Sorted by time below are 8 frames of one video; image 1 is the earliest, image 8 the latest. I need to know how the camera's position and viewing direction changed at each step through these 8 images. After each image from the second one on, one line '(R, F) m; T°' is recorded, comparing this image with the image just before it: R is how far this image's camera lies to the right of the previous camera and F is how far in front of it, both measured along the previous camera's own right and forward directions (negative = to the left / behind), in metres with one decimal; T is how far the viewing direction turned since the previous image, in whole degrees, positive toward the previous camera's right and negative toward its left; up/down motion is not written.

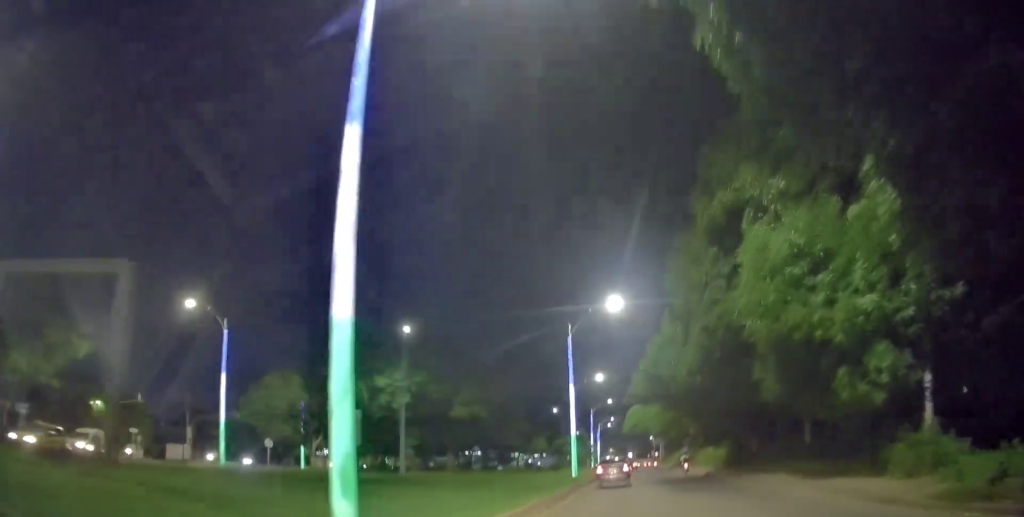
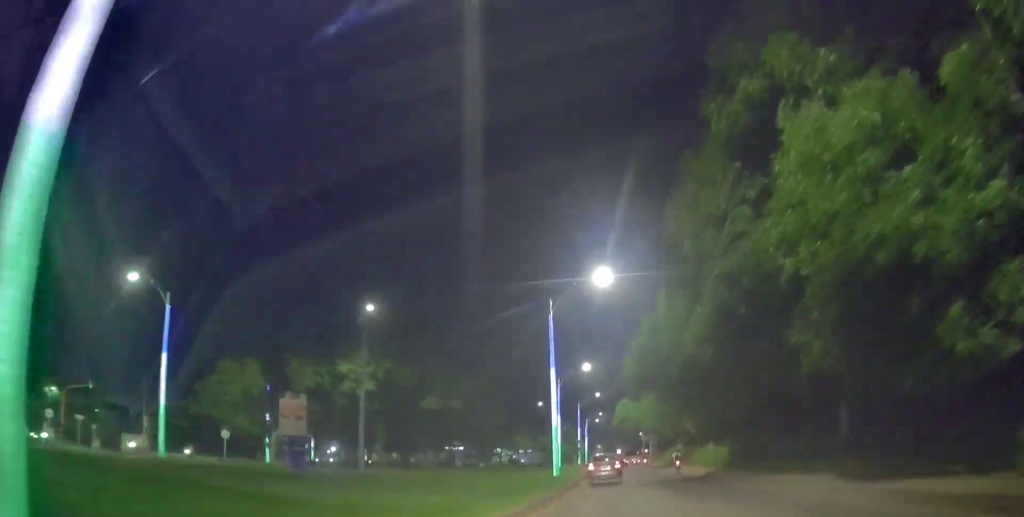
(+0.2, +5.2) m; 0°
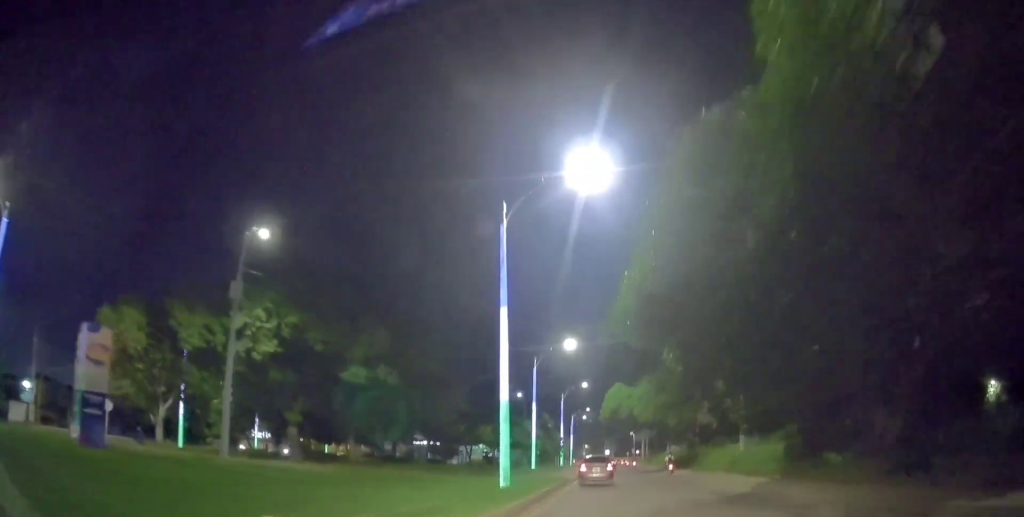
(-0.4, +13.1) m; -1°
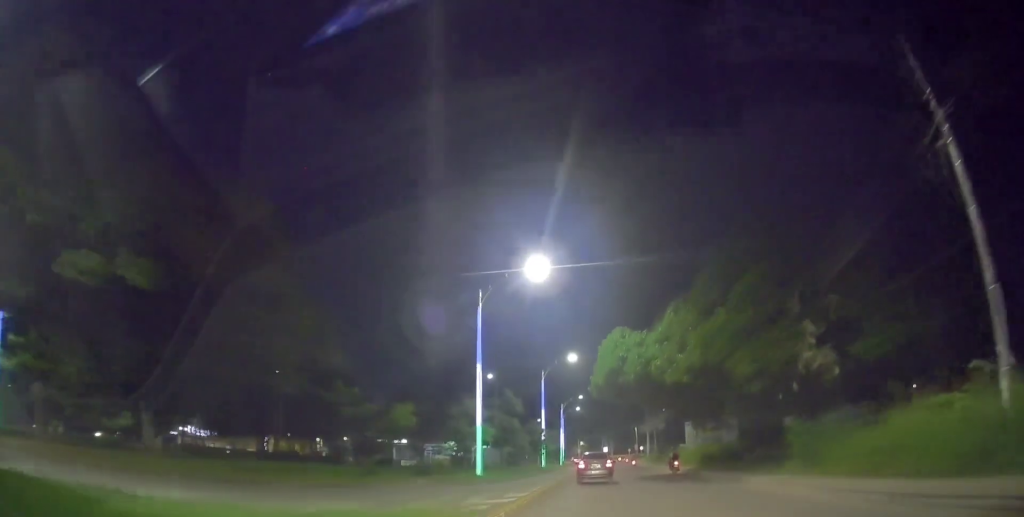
(+0.7, +21.2) m; +4°
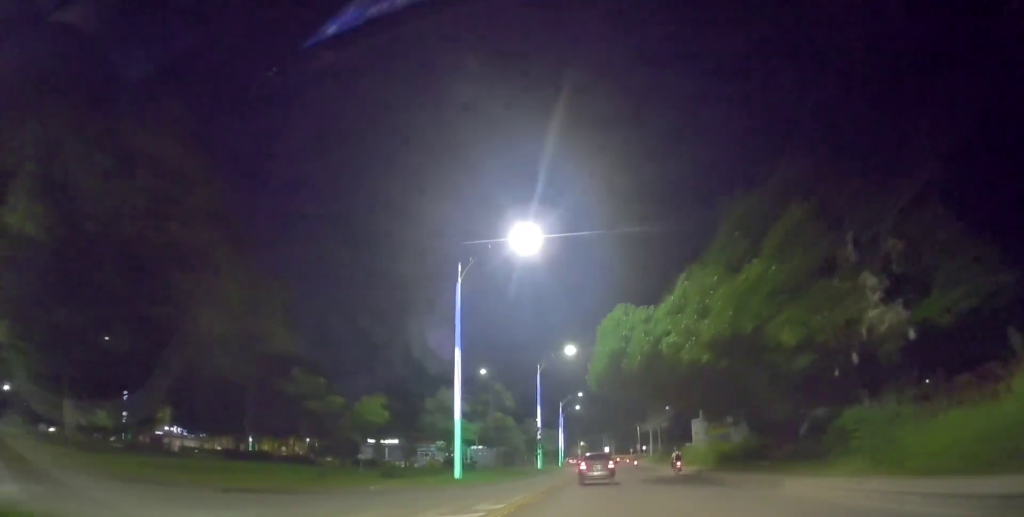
(0.0, +4.6) m; +1°
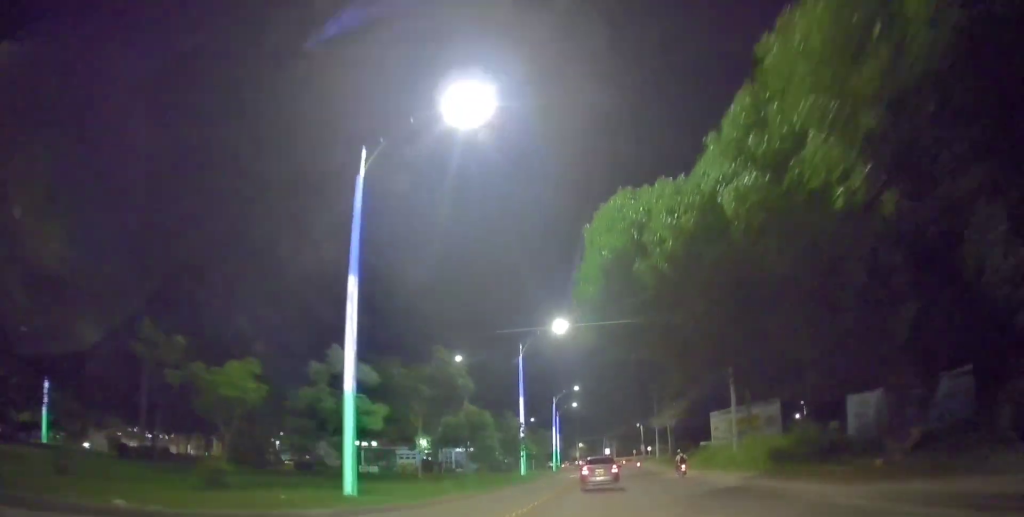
(+0.2, +11.6) m; +1°
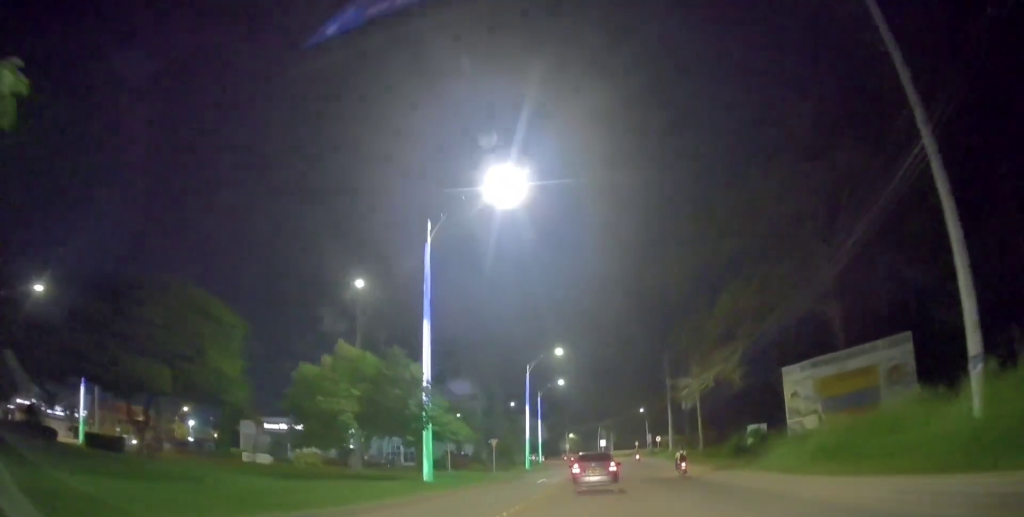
(-1.7, +23.4) m; -7°
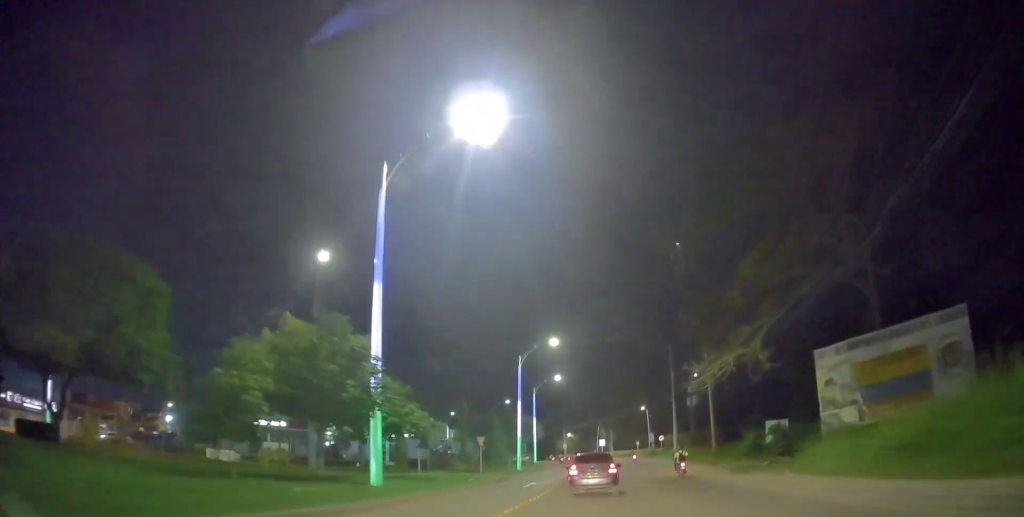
(0.0, +5.0) m; +1°
